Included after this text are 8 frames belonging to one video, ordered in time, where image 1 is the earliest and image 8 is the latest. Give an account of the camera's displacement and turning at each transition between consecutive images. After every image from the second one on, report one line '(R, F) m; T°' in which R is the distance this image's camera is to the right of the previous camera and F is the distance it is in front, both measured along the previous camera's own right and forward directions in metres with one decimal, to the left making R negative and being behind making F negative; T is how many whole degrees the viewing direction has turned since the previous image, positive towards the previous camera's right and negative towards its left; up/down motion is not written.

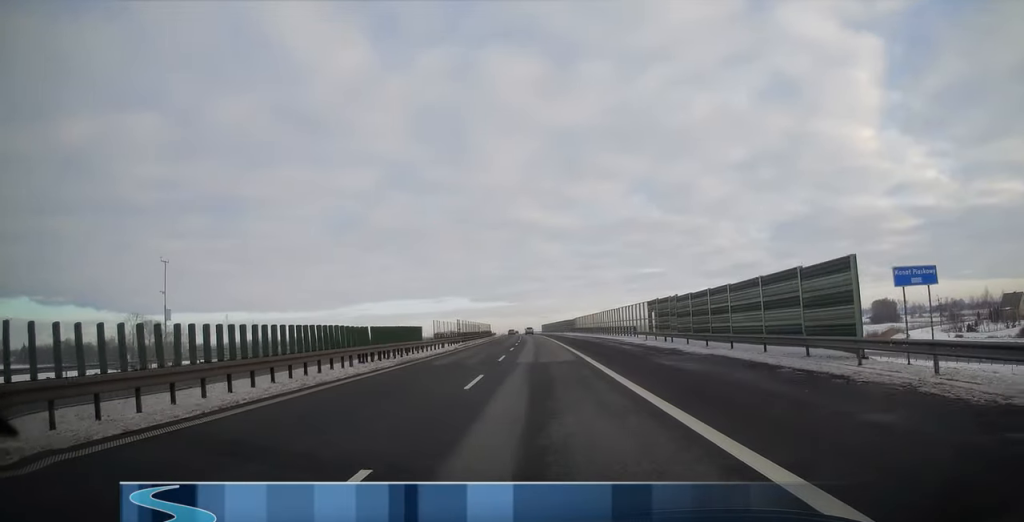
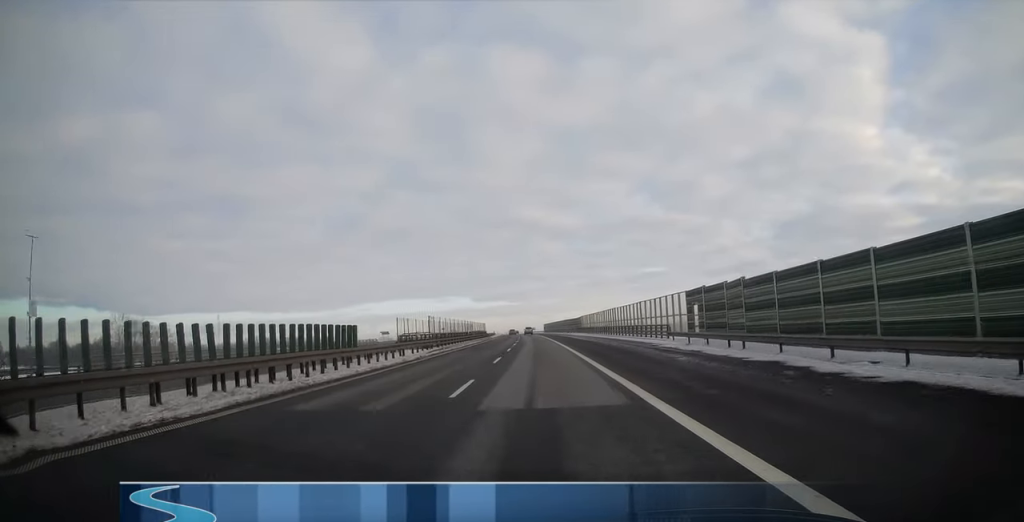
(0.0, +13.3) m; 0°
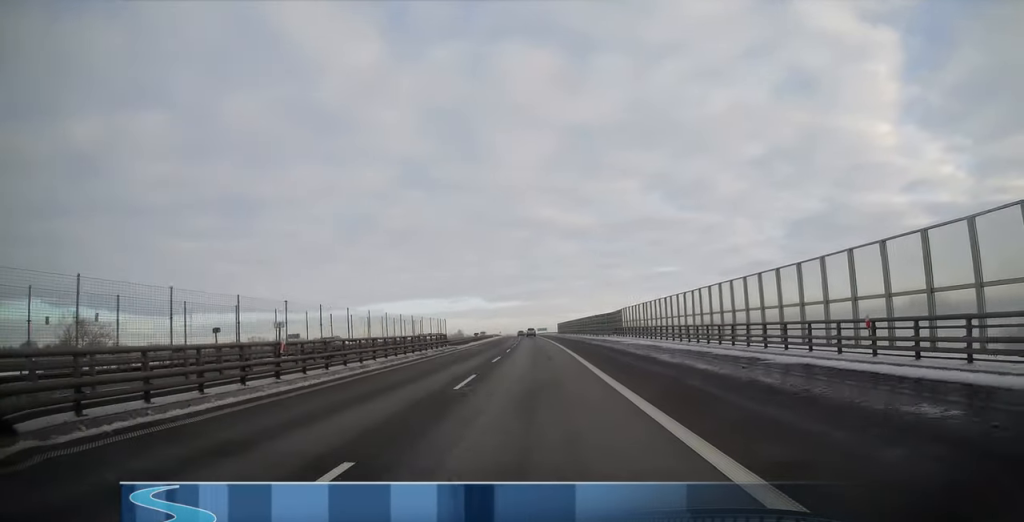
(0.0, +44.0) m; 0°
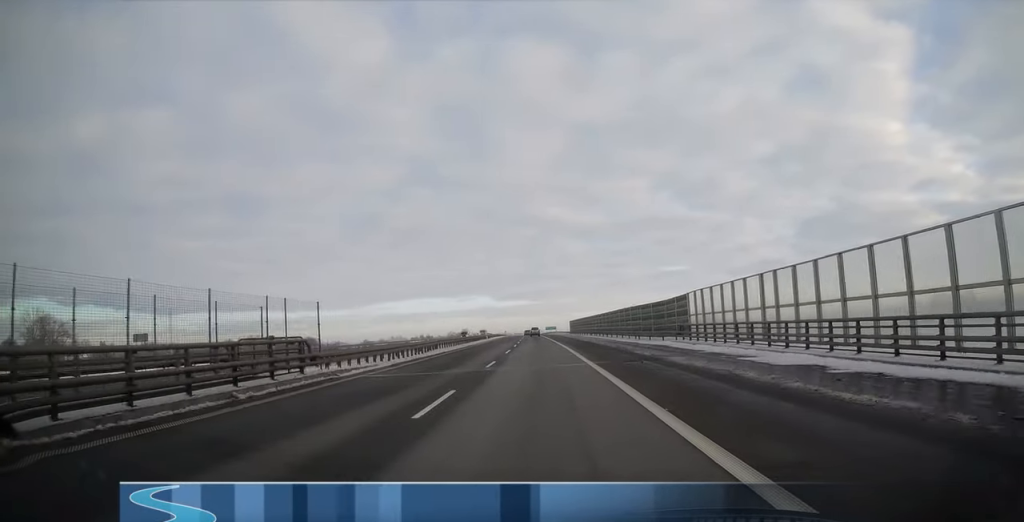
(0.0, +27.6) m; -1°
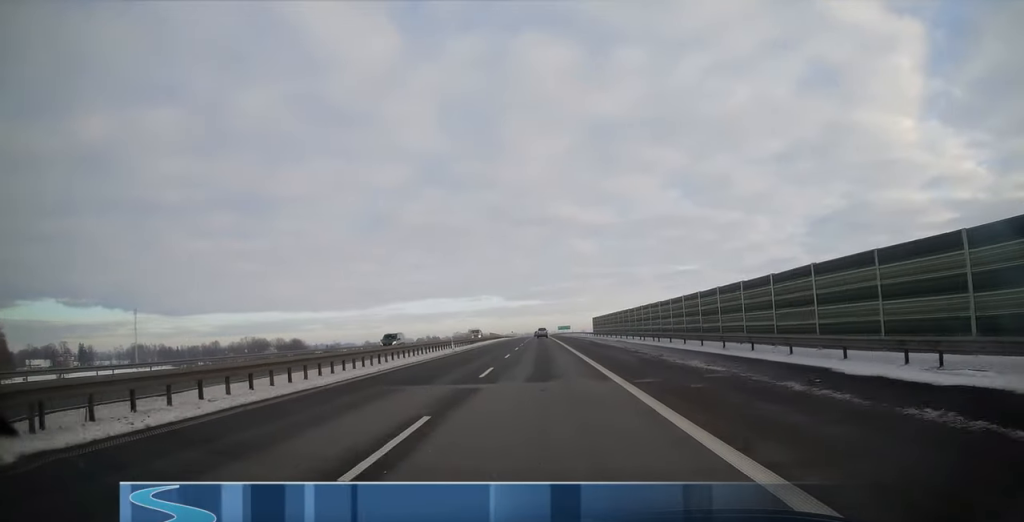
(-1.0, +40.0) m; -2°
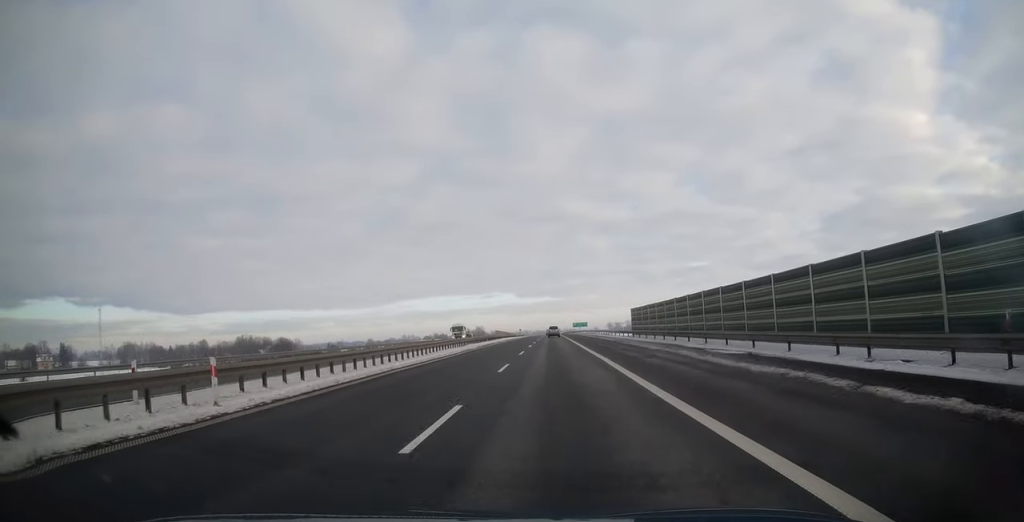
(-0.4, +38.2) m; -1°
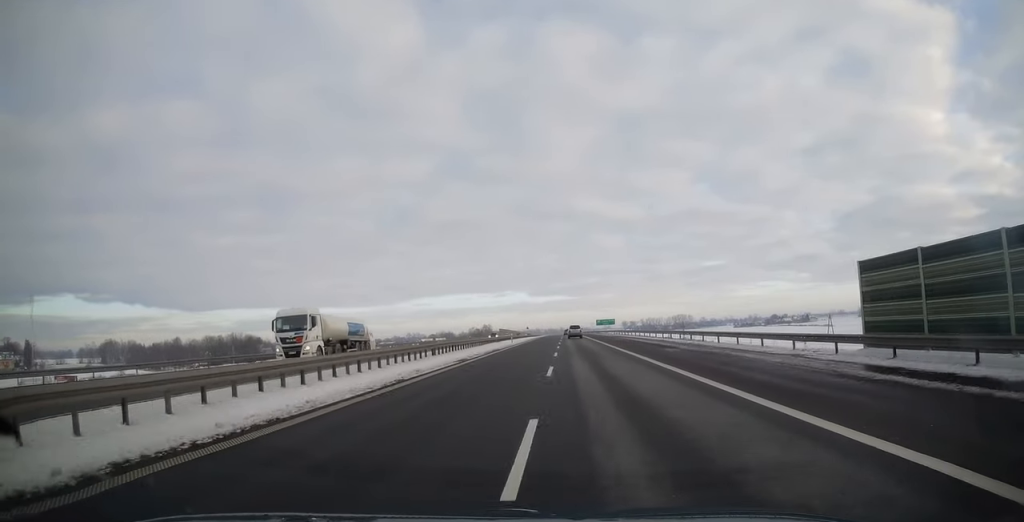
(-0.5, +51.6) m; -1°
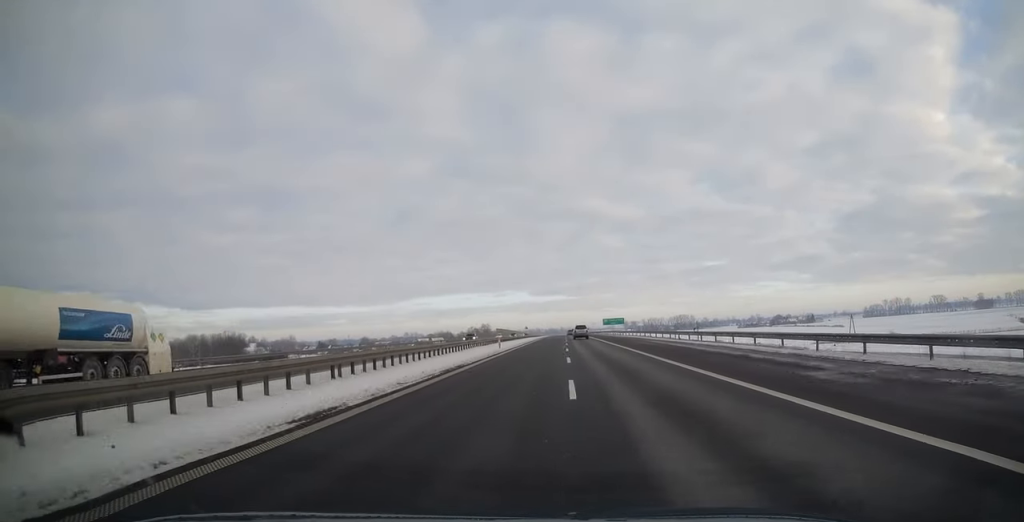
(0.0, +17.4) m; 0°
